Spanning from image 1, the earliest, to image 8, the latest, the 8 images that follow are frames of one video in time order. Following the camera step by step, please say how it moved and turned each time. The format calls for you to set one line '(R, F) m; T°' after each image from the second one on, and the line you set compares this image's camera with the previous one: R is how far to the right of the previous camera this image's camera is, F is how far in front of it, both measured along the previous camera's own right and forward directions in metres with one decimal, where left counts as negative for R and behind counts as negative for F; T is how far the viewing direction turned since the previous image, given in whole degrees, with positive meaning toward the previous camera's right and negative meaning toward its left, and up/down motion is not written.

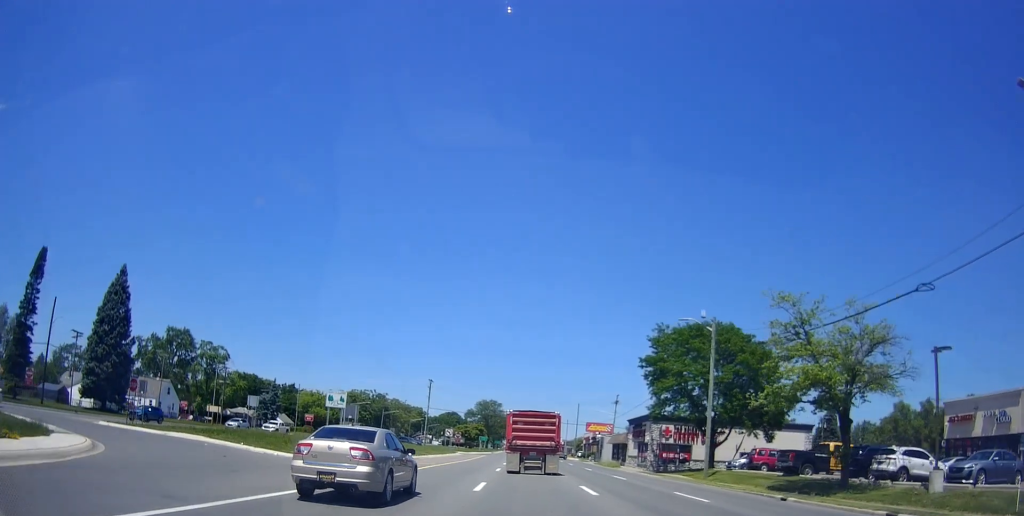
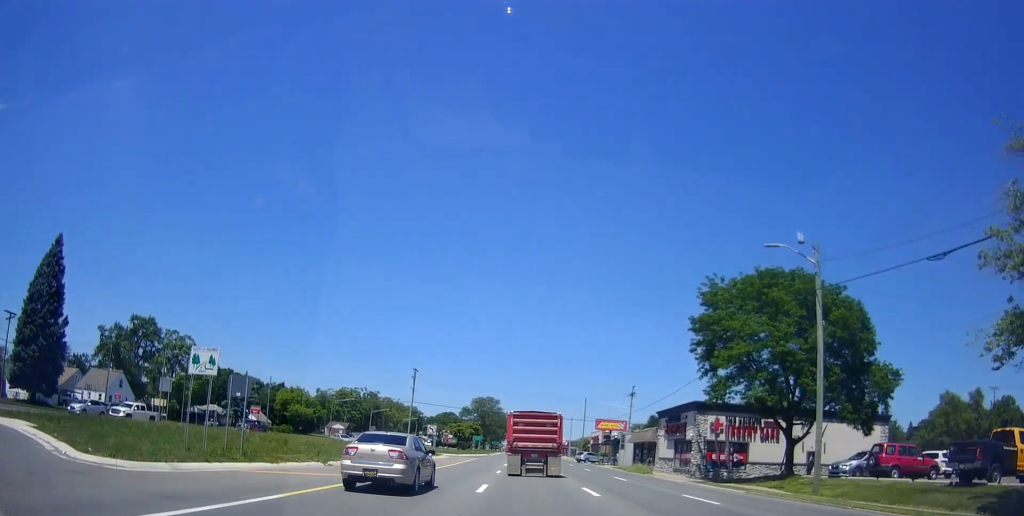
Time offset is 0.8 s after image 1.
(+0.2, +15.3) m; +2°
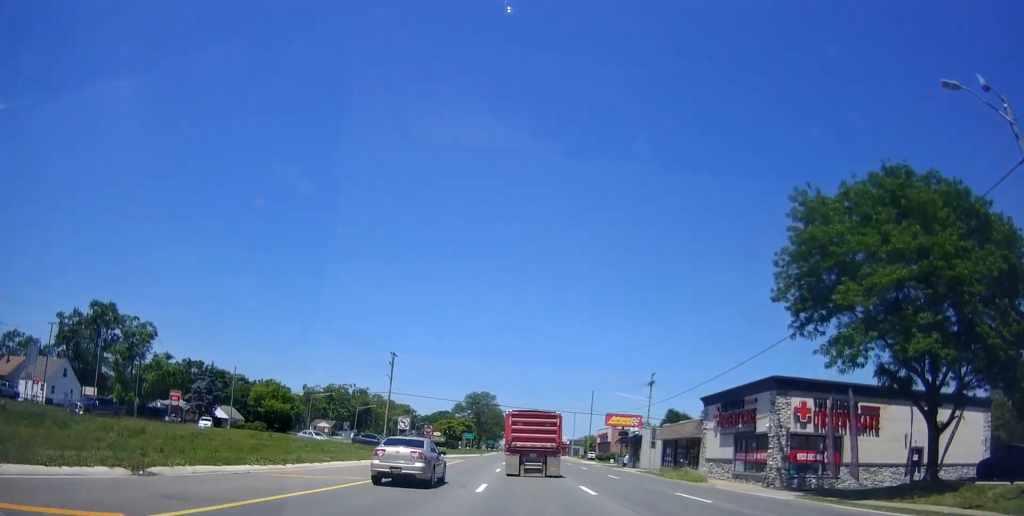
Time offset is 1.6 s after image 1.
(+0.3, +14.5) m; +1°
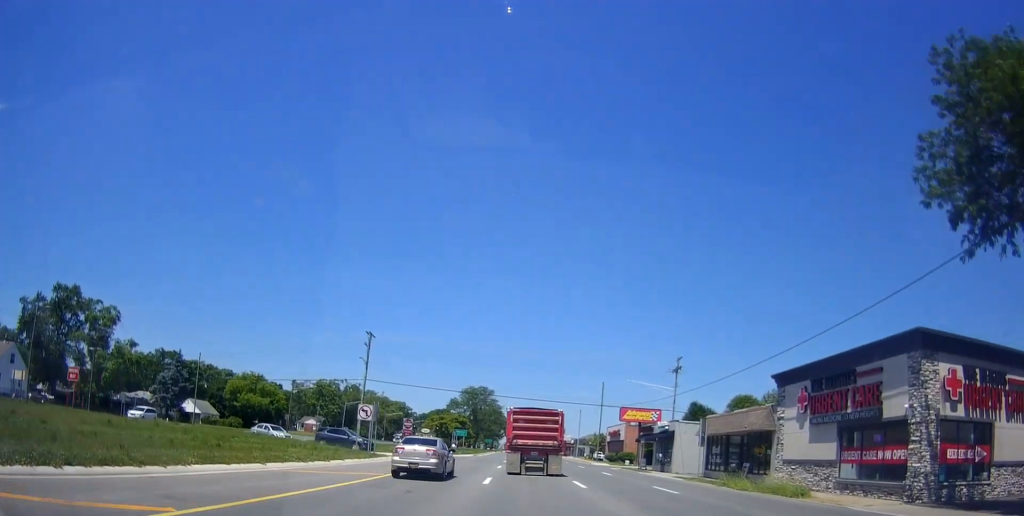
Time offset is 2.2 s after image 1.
(+0.1, +12.5) m; -1°
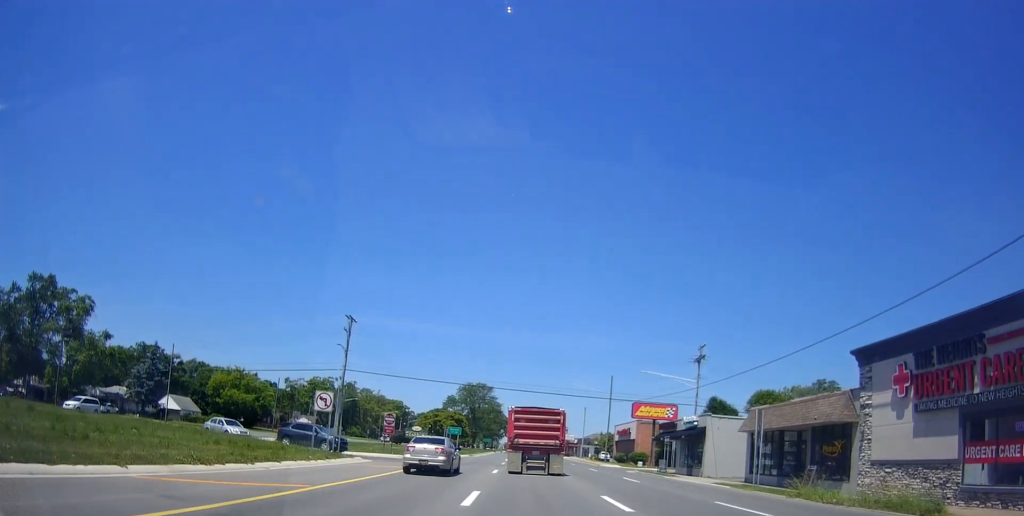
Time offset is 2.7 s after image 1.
(+0.2, +8.1) m; -1°
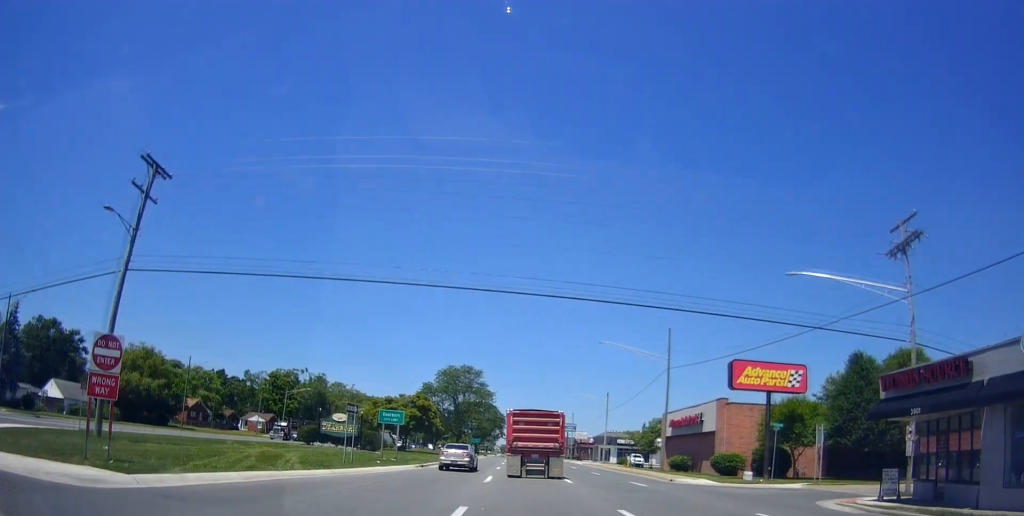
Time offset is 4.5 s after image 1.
(-0.3, +33.7) m; +2°
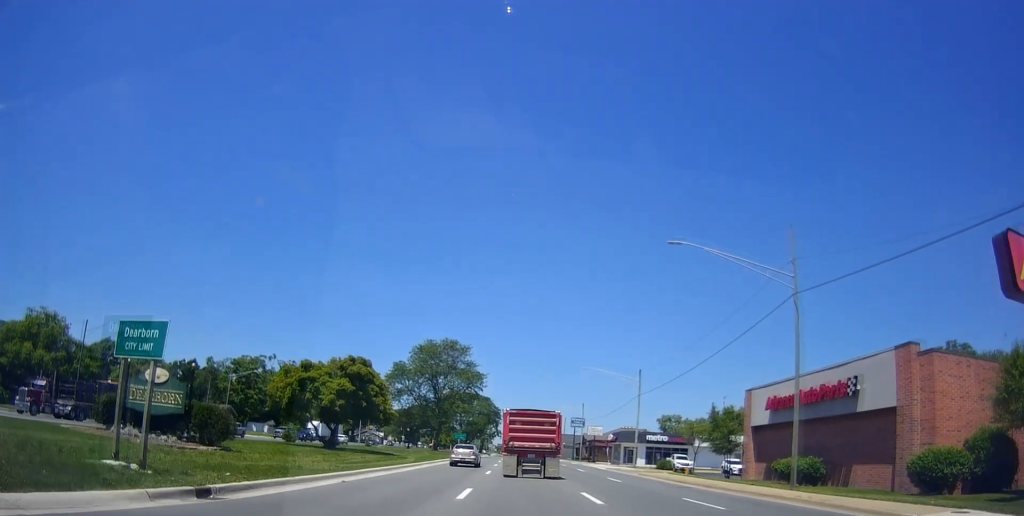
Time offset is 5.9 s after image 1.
(+0.3, +24.7) m; 0°
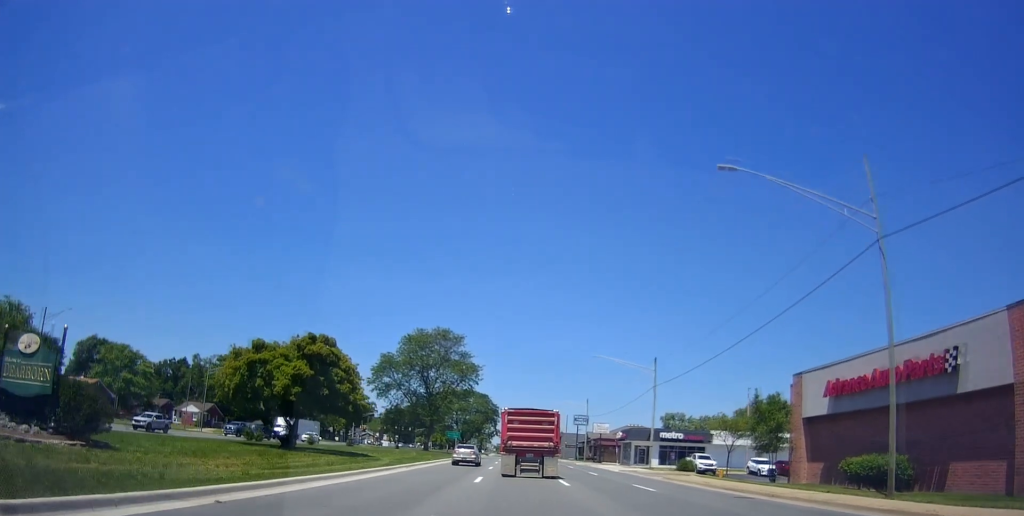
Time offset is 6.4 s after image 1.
(0.0, +7.6) m; -1°
